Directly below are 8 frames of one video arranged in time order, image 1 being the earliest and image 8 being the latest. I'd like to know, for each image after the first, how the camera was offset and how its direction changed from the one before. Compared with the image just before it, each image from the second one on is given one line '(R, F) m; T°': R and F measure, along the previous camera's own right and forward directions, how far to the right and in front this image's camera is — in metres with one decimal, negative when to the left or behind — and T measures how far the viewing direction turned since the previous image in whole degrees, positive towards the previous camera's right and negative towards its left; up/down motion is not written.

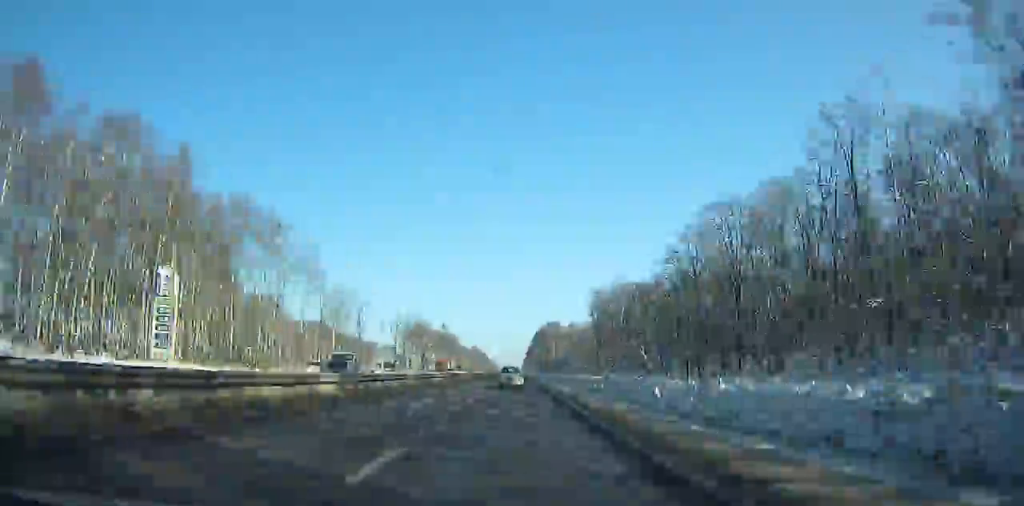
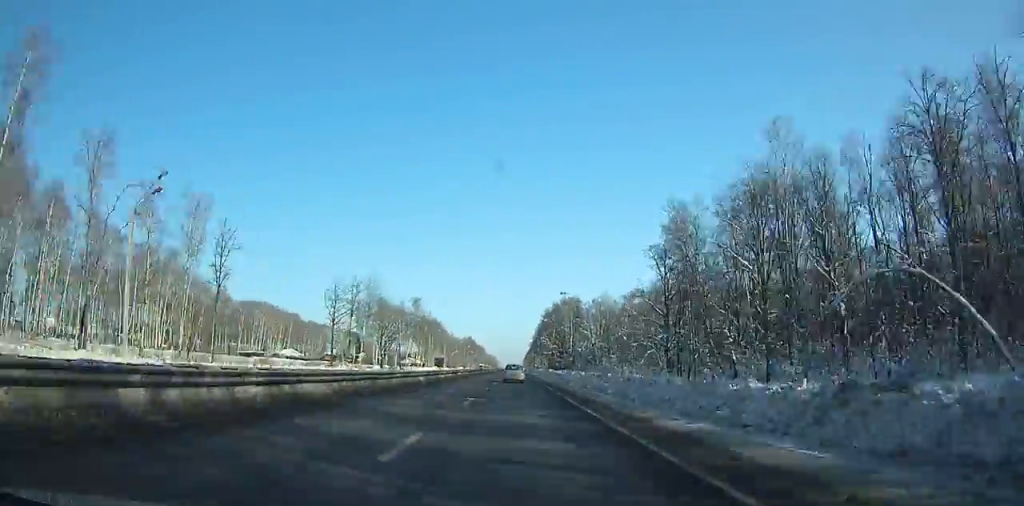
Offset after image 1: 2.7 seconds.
(-0.1, +70.8) m; 0°
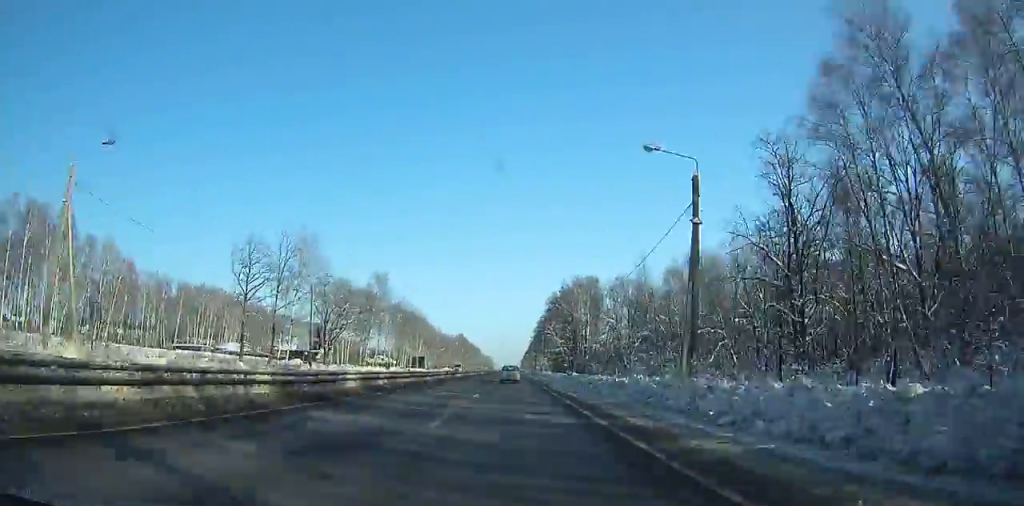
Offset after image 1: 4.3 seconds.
(-0.1, +41.9) m; 0°
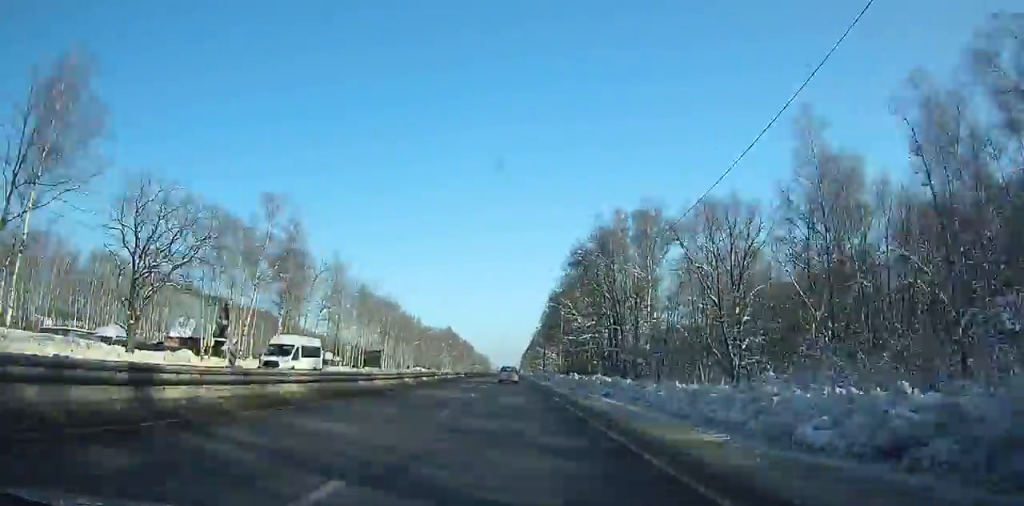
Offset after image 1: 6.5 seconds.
(0.0, +57.5) m; +2°
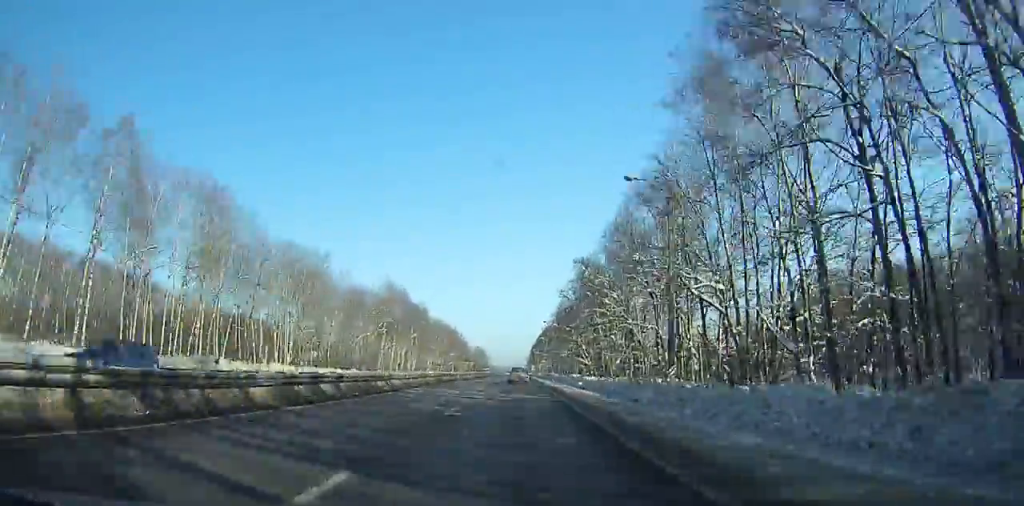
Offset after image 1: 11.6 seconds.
(-2.0, +133.2) m; -3°
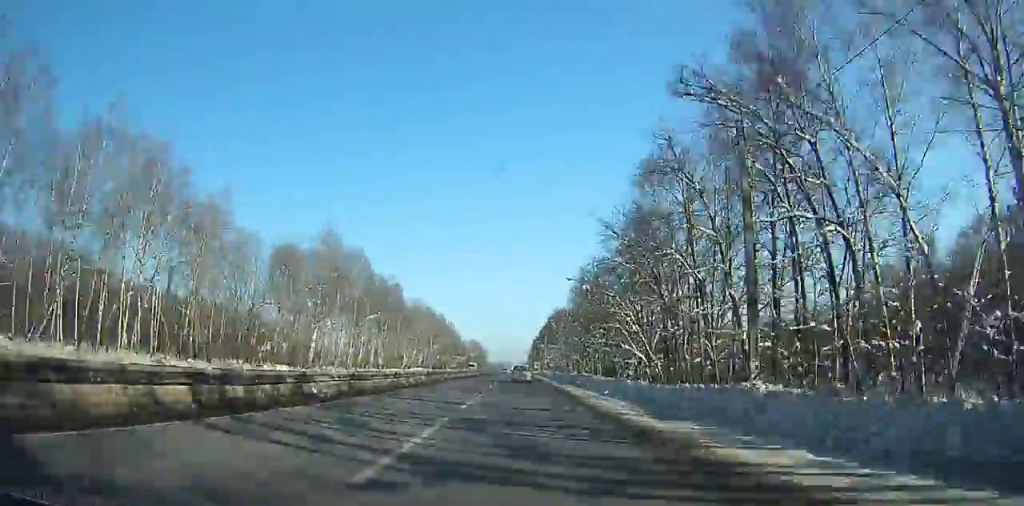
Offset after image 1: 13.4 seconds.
(-1.2, +47.5) m; 0°
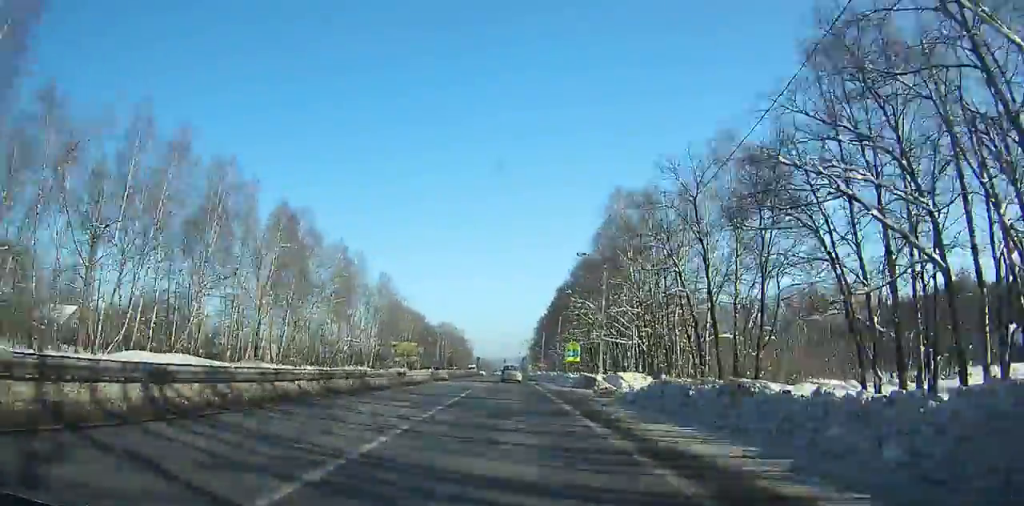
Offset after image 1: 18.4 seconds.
(+3.8, +133.2) m; +1°
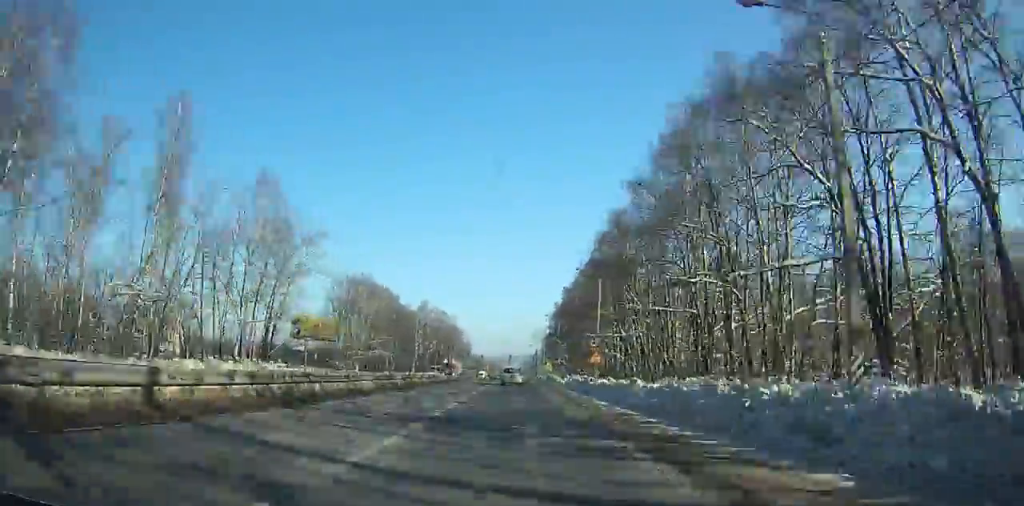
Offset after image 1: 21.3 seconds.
(-0.2, +74.2) m; 0°
